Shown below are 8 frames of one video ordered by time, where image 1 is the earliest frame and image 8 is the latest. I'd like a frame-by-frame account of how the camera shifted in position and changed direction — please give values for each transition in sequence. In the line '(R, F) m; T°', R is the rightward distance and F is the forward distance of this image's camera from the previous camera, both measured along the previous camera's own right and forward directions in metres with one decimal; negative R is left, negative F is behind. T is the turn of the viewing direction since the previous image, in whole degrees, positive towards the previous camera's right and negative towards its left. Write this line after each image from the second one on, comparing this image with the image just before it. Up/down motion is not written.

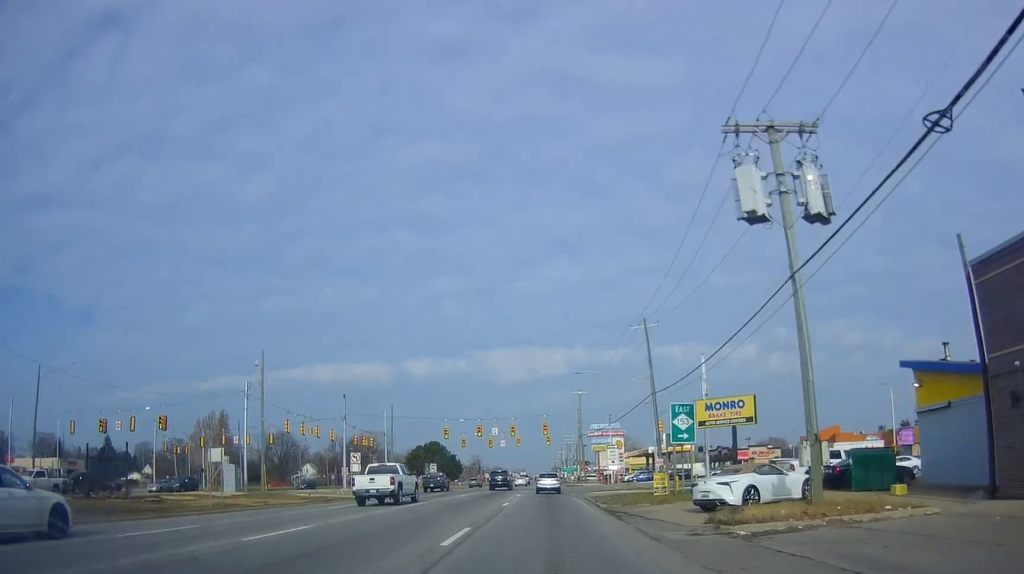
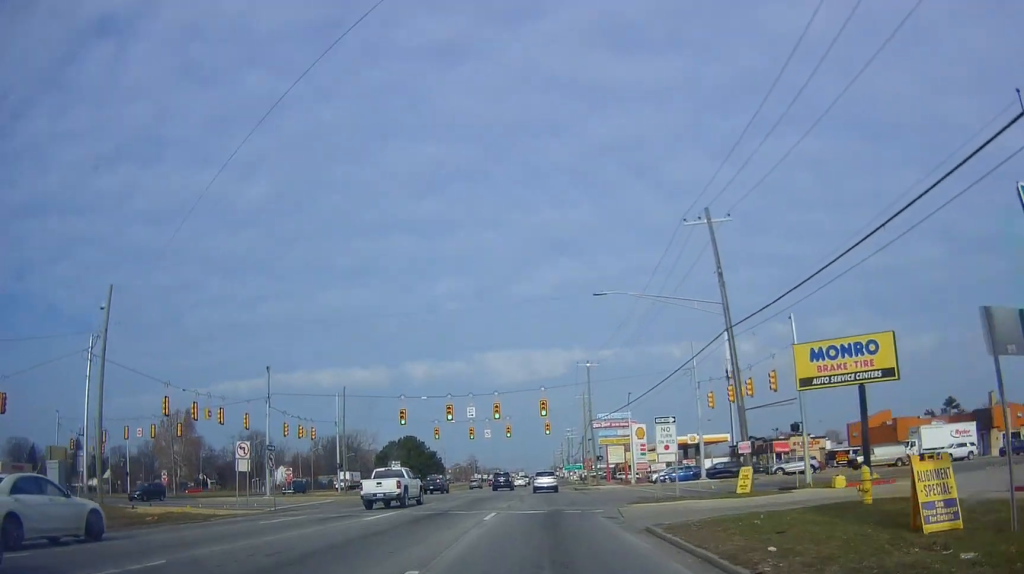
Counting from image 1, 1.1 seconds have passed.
(+0.3, +22.4) m; +1°
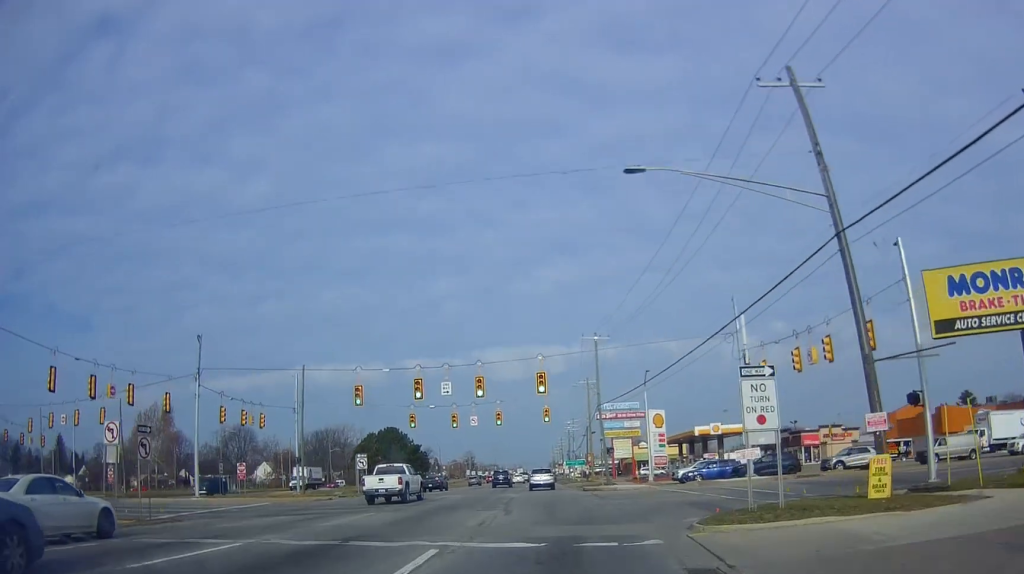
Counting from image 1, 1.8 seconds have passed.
(0.0, +12.6) m; -1°
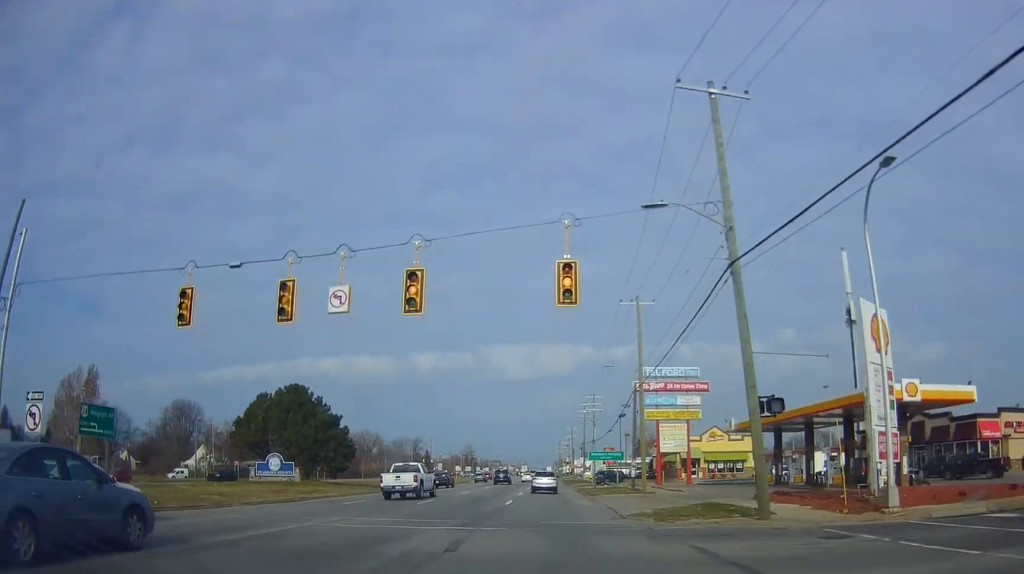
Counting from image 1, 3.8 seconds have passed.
(-0.6, +40.6) m; 0°
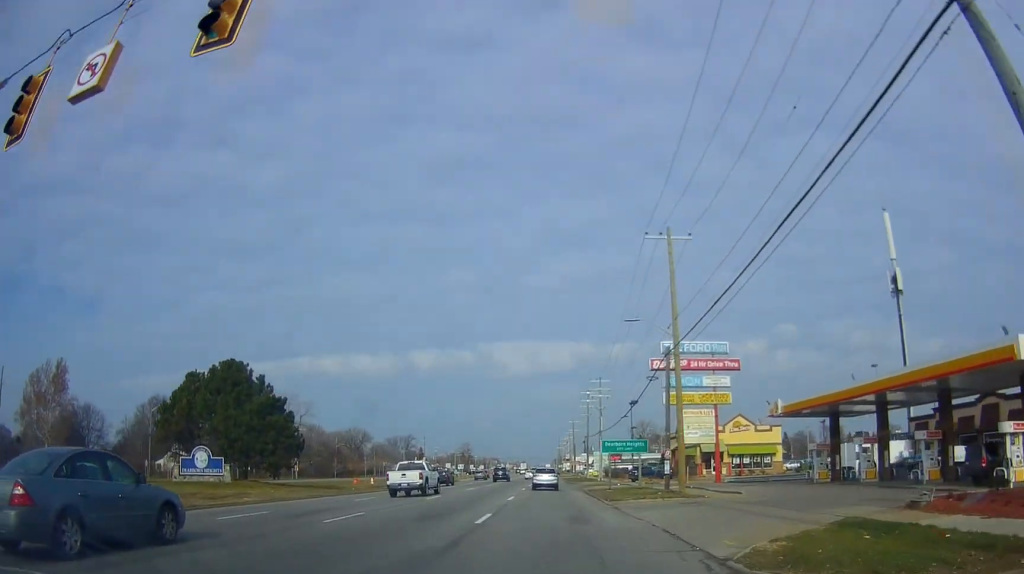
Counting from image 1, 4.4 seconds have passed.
(+0.4, +12.6) m; 0°
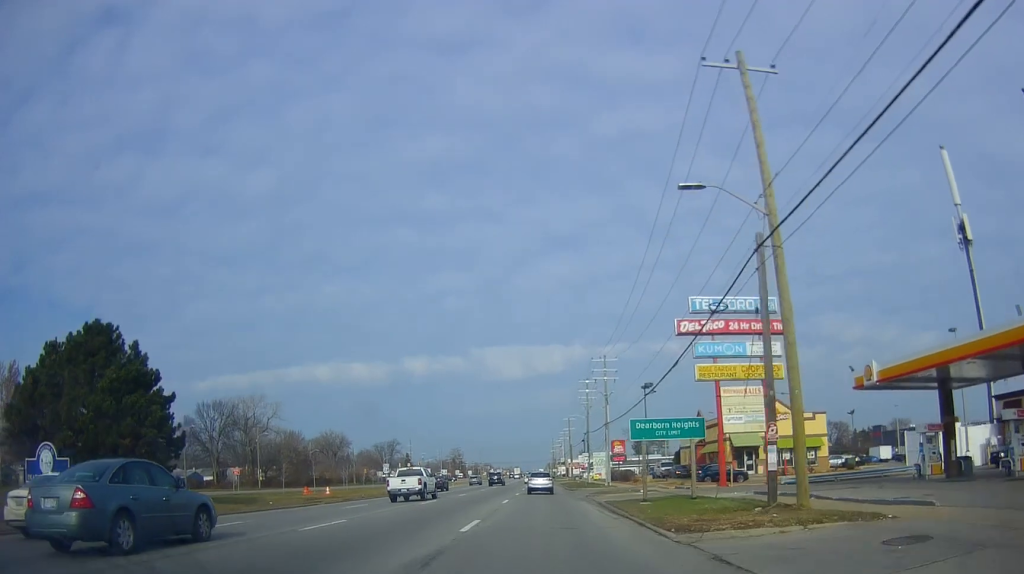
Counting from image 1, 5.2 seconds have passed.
(-0.6, +15.7) m; 0°
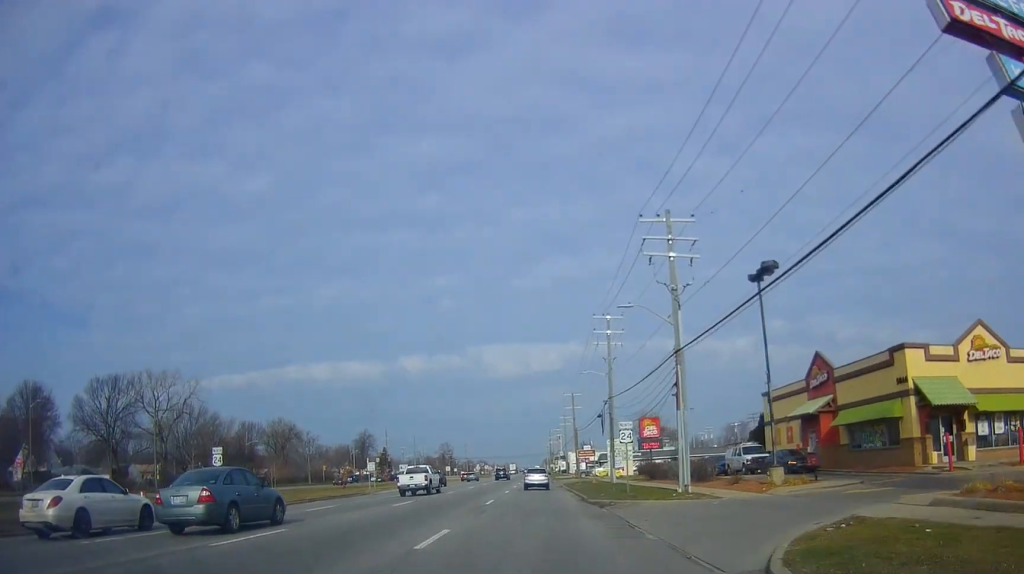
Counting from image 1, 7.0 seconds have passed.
(+1.2, +34.8) m; +1°
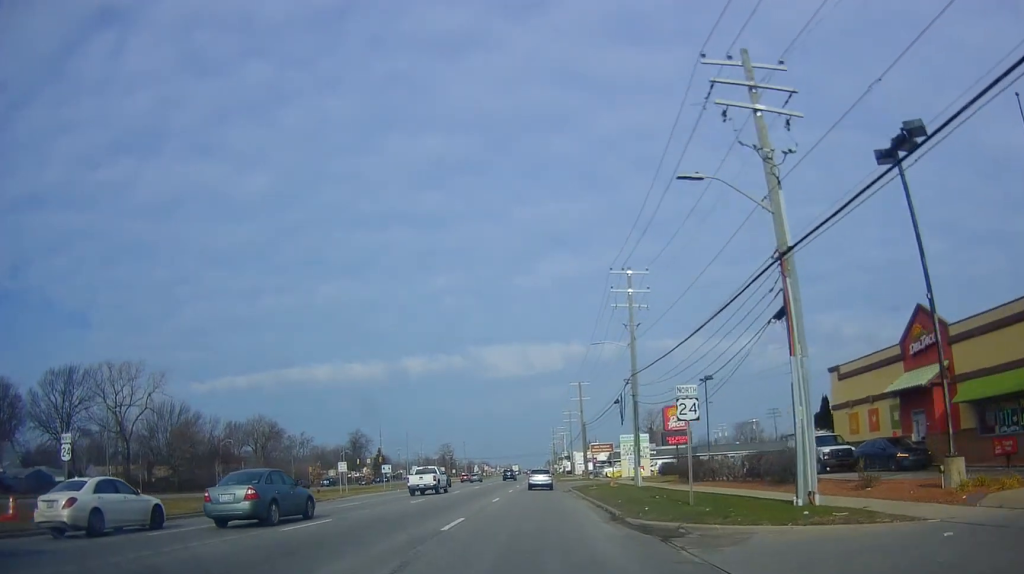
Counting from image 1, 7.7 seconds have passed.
(-0.1, +12.3) m; 0°
